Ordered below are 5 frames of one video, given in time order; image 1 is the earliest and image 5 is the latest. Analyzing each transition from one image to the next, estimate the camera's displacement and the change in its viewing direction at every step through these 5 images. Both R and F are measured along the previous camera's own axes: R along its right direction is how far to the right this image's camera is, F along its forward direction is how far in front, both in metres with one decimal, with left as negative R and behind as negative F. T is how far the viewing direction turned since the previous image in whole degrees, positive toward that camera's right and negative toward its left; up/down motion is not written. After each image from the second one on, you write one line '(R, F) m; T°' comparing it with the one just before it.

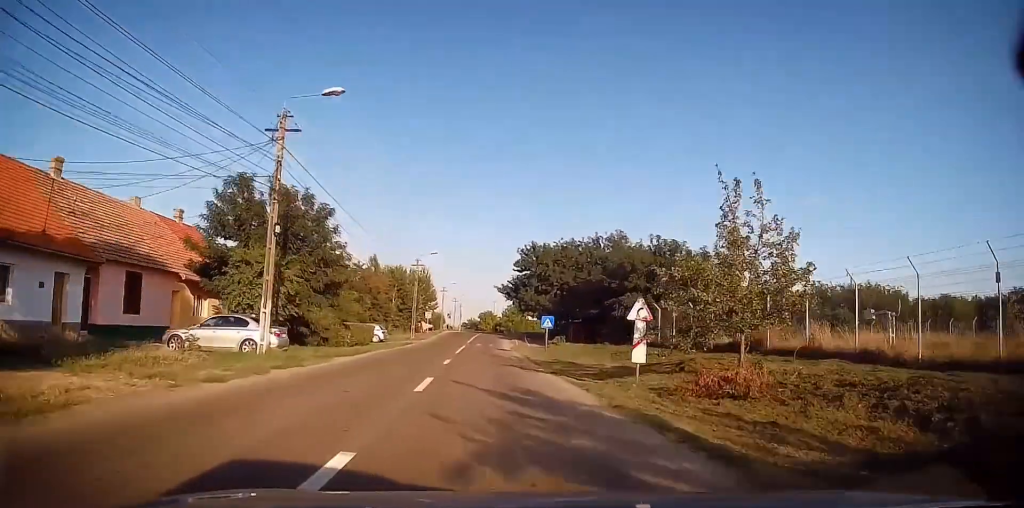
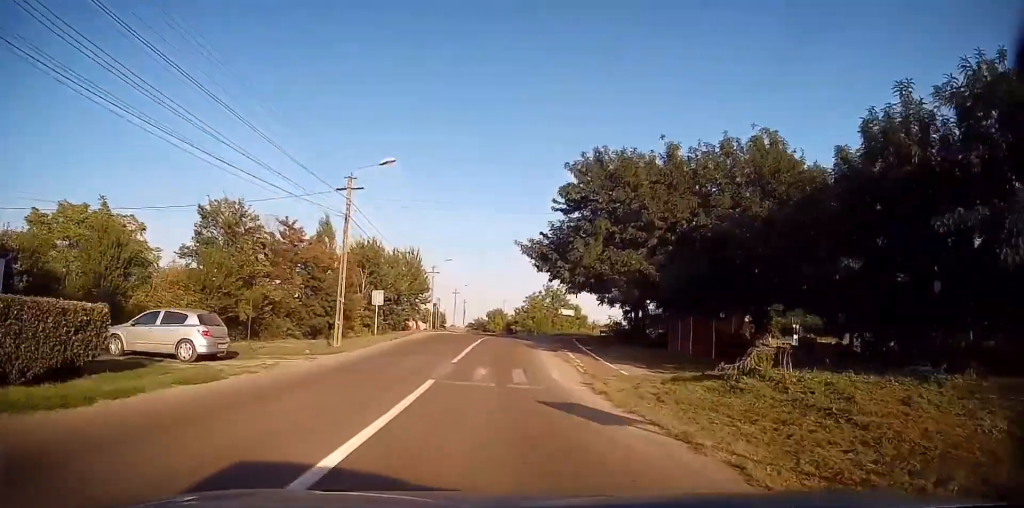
(+0.2, +27.0) m; 0°
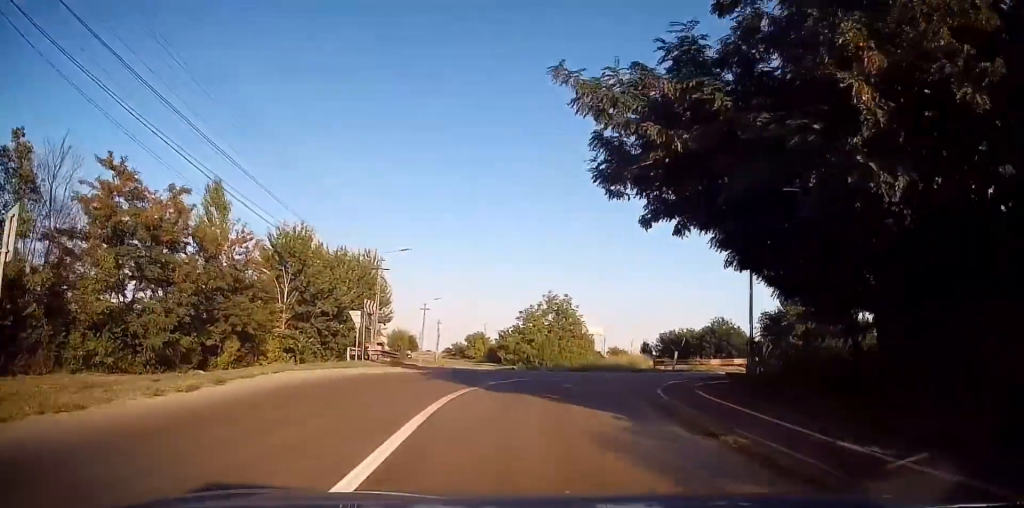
(-0.5, +19.6) m; +2°
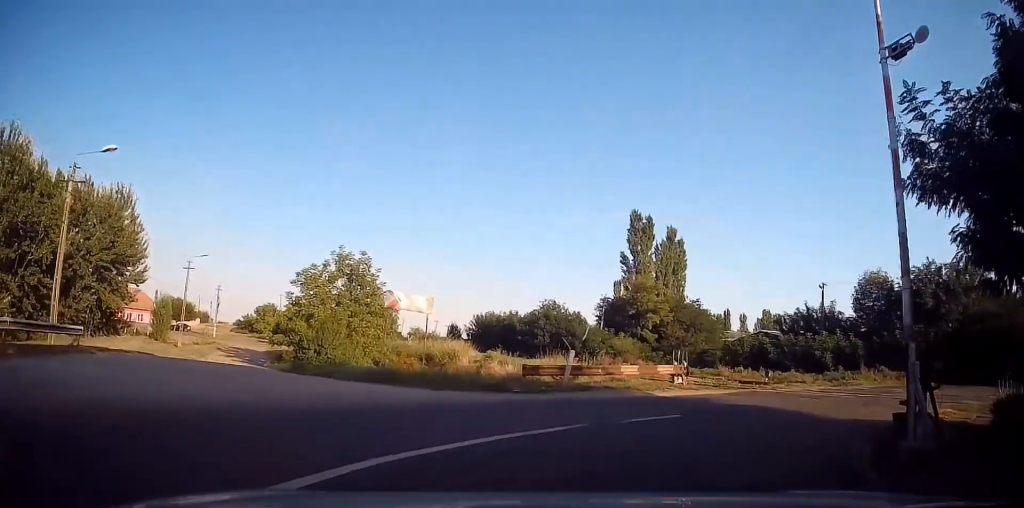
(+2.0, +15.8) m; +23°
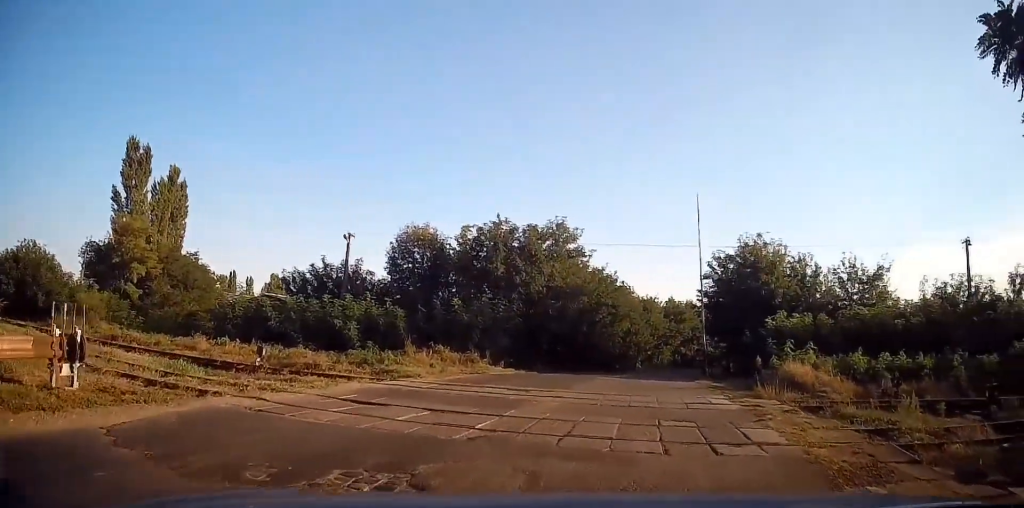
(+4.4, +9.9) m; +47°
